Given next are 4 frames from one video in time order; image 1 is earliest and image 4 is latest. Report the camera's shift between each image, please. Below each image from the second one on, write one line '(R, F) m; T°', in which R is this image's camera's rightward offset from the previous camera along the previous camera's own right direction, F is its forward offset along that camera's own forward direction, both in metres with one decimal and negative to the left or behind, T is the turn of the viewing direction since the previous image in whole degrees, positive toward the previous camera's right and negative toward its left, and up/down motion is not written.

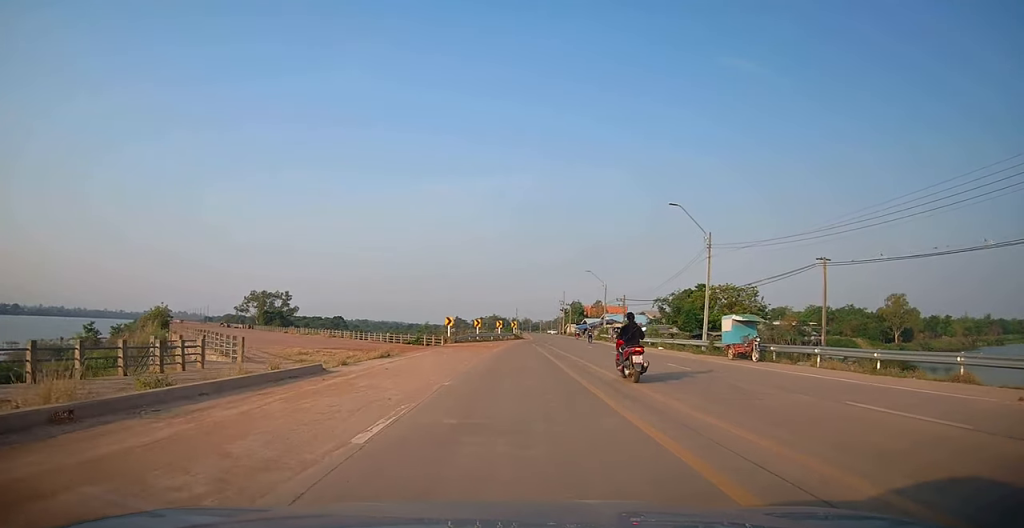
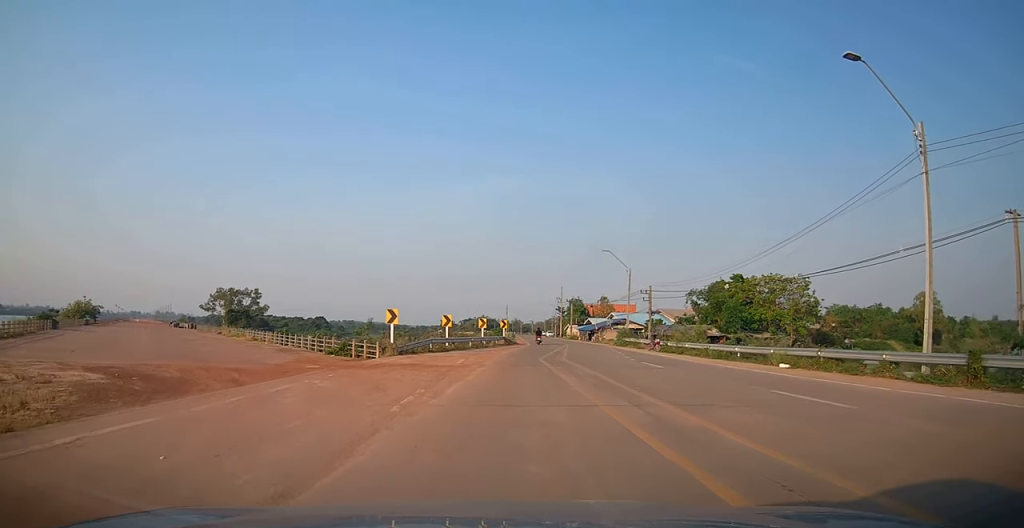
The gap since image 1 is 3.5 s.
(+0.7, +20.9) m; +3°
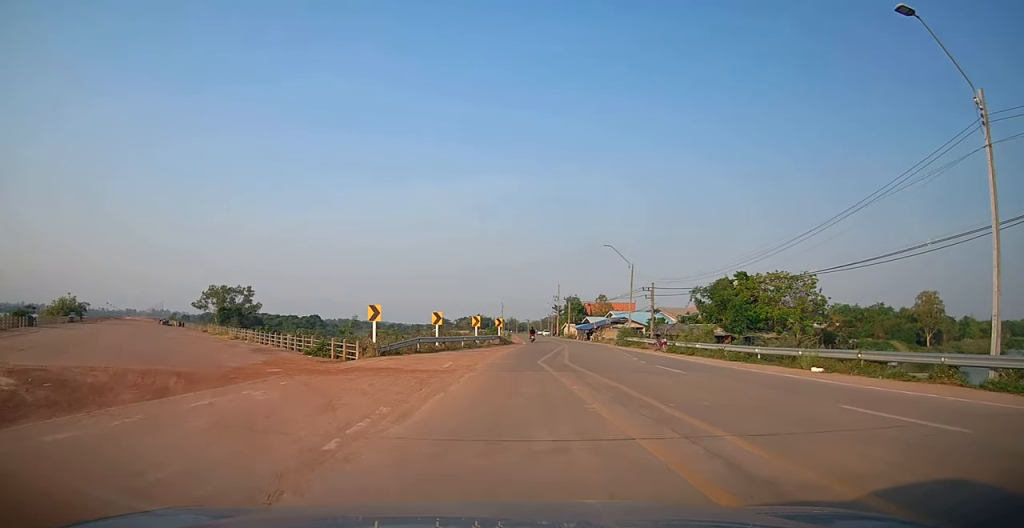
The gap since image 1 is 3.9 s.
(0.0, +2.8) m; -1°
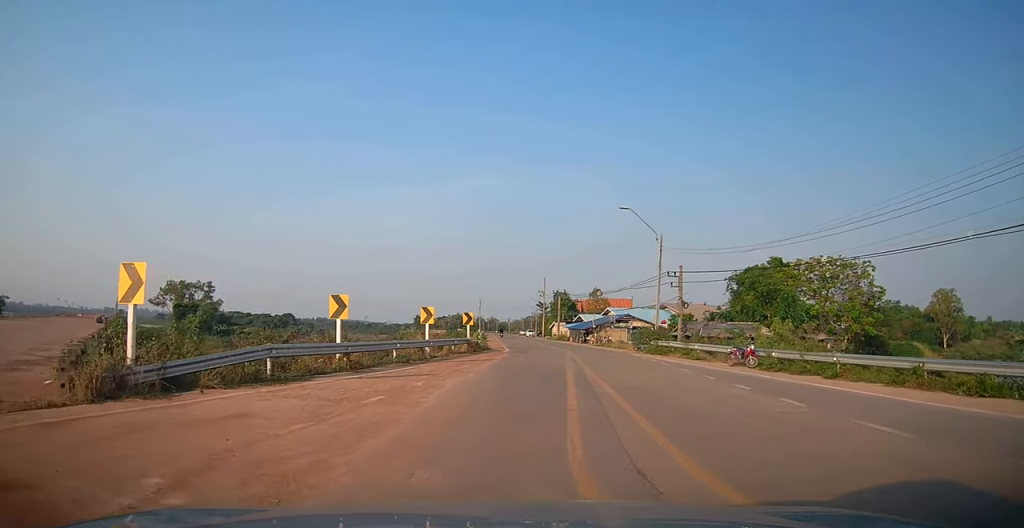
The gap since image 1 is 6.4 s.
(+0.2, +16.2) m; +2°
